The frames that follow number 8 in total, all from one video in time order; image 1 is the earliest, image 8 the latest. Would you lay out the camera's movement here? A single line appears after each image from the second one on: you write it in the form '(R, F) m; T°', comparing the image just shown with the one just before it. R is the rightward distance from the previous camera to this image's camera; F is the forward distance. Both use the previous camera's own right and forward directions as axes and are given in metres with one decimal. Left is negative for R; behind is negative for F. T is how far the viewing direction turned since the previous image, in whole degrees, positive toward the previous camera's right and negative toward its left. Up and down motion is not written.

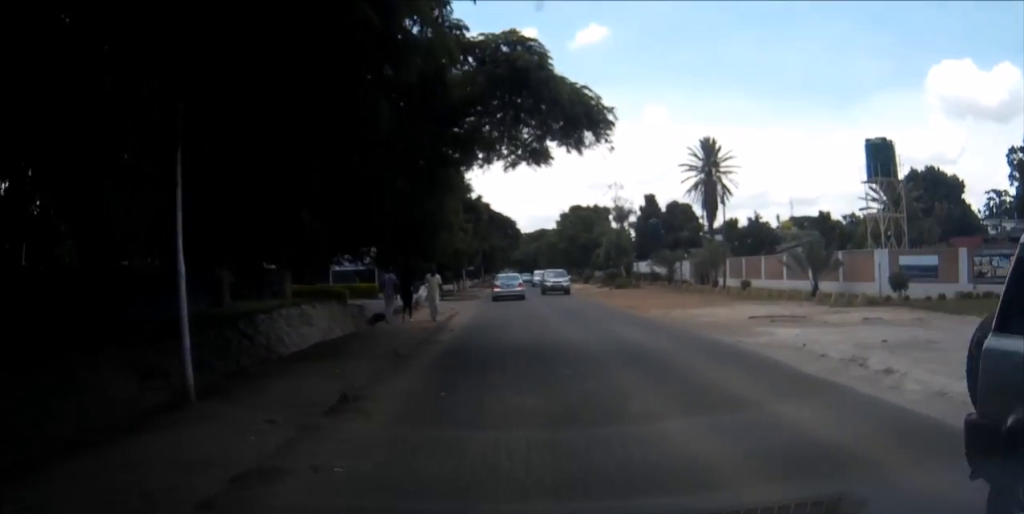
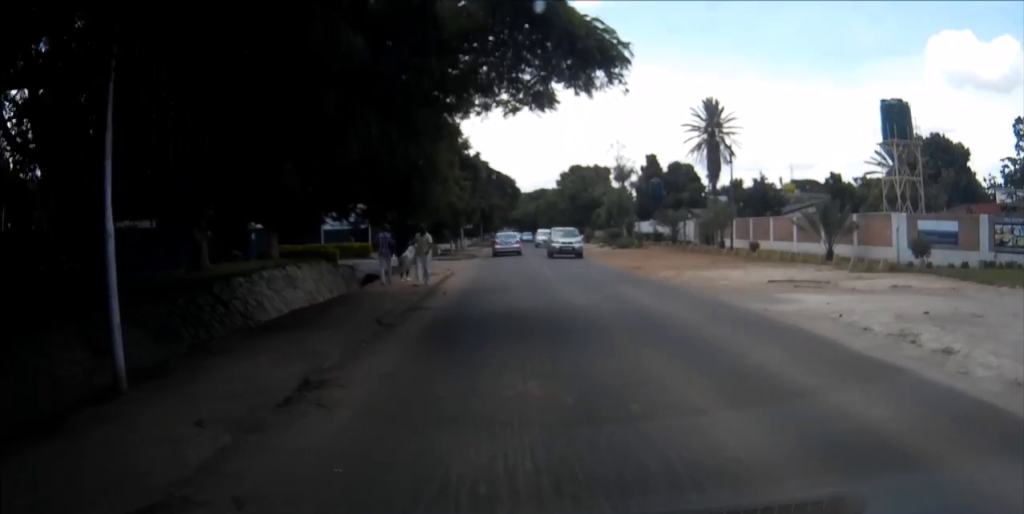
(0.0, +1.8) m; 0°
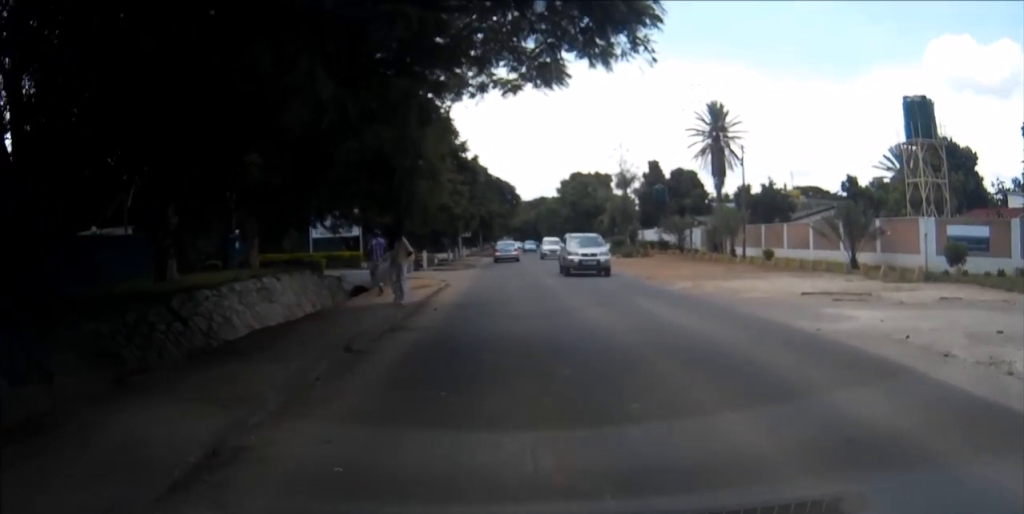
(0.0, +2.5) m; +2°
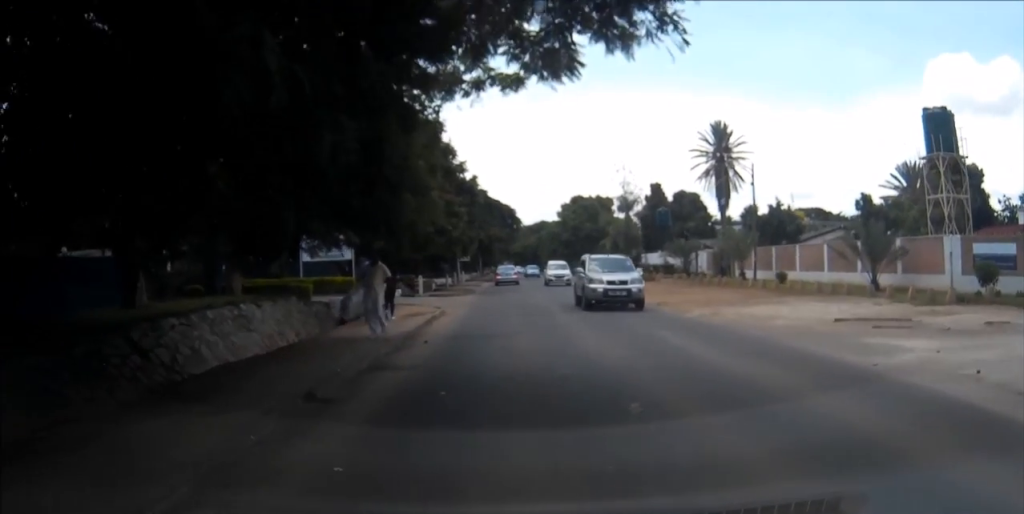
(0.0, +2.0) m; 0°
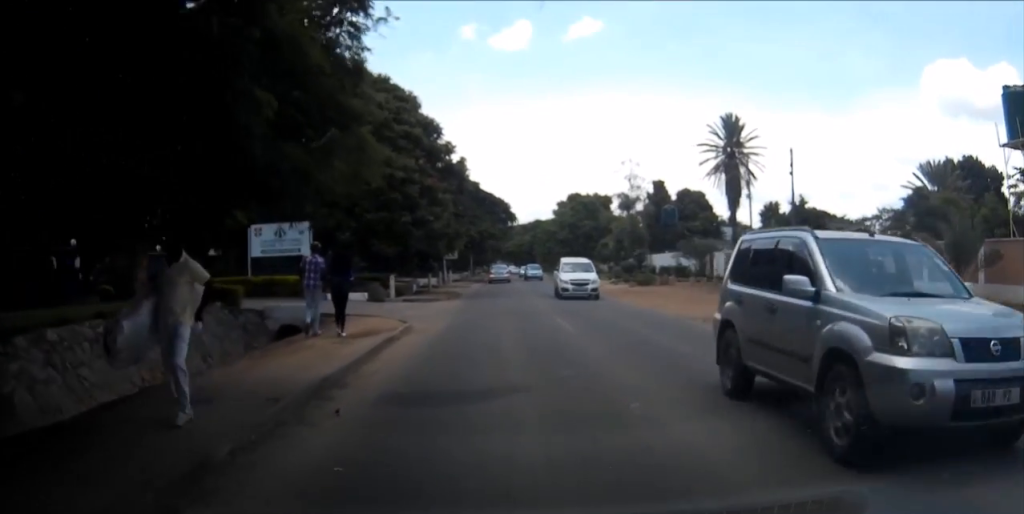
(-0.1, +6.6) m; -2°
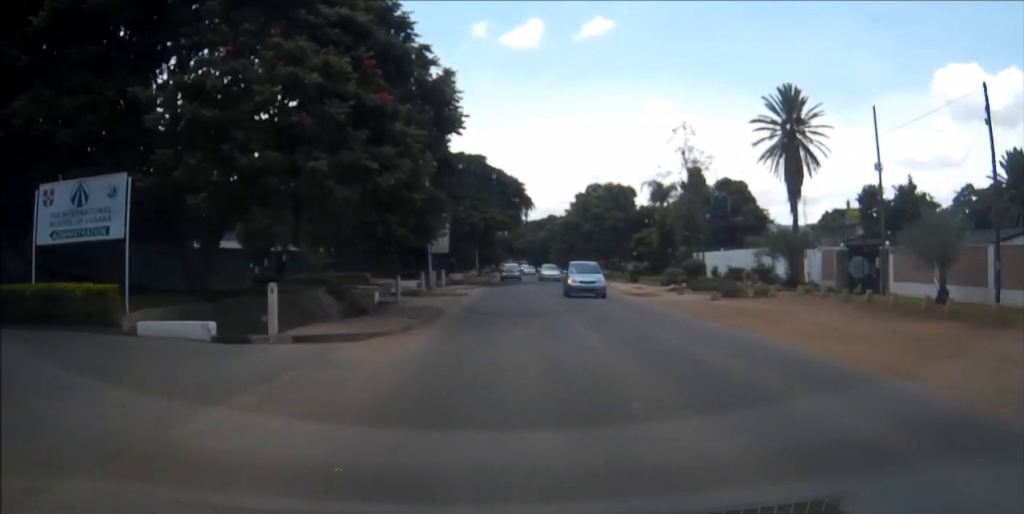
(+0.1, +15.9) m; +1°
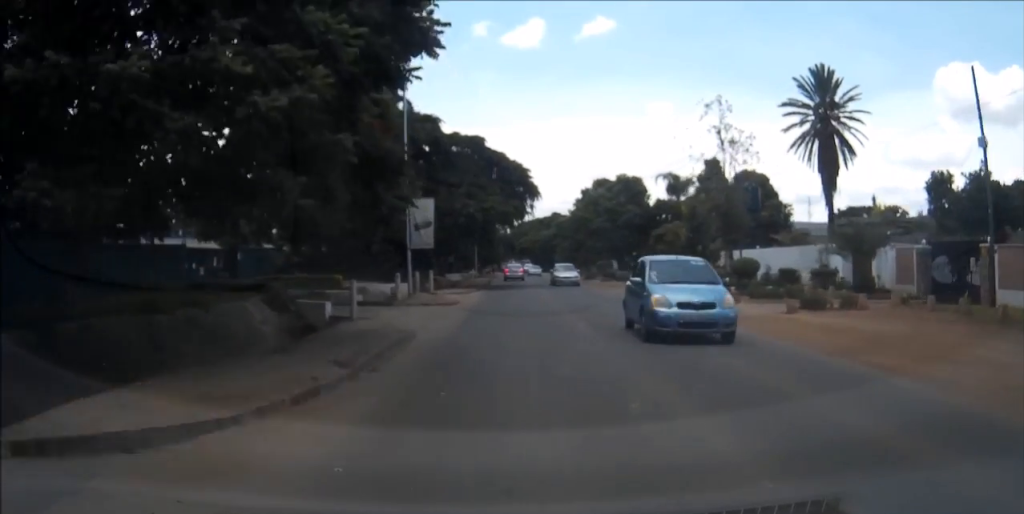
(0.0, +8.2) m; 0°
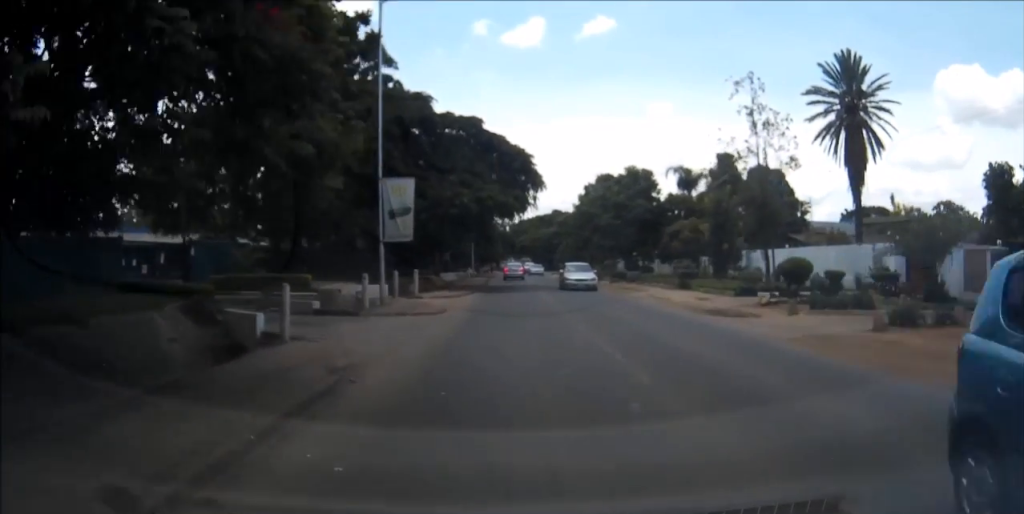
(0.0, +5.7) m; 0°
